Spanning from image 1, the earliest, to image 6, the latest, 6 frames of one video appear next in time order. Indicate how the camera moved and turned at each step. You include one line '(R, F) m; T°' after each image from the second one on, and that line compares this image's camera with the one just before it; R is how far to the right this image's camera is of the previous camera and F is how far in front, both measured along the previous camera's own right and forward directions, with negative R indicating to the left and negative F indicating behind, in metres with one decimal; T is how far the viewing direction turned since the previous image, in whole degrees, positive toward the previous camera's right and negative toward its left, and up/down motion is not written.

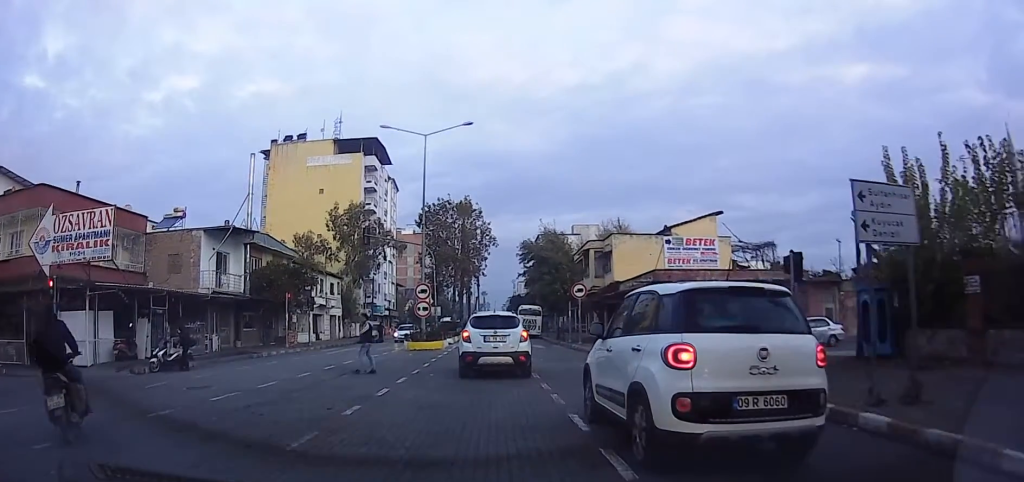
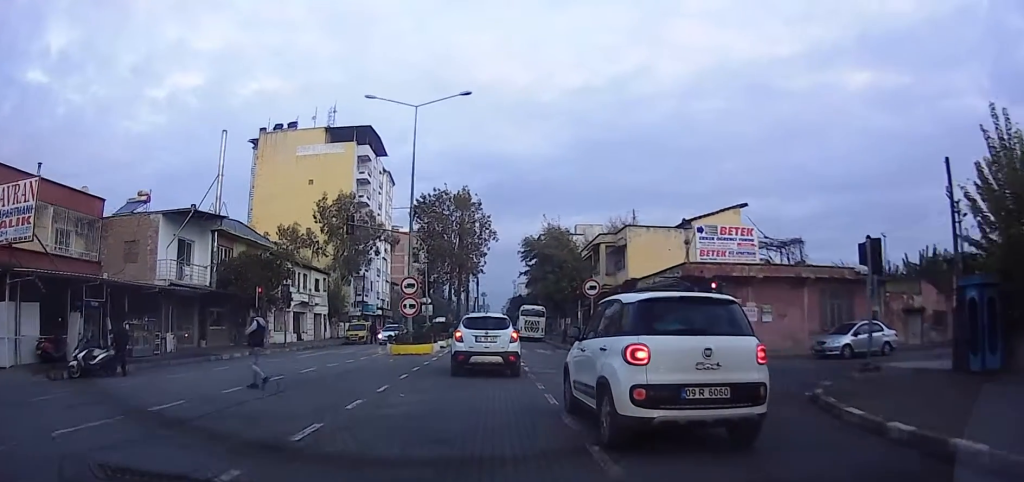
(0.0, +4.4) m; -4°
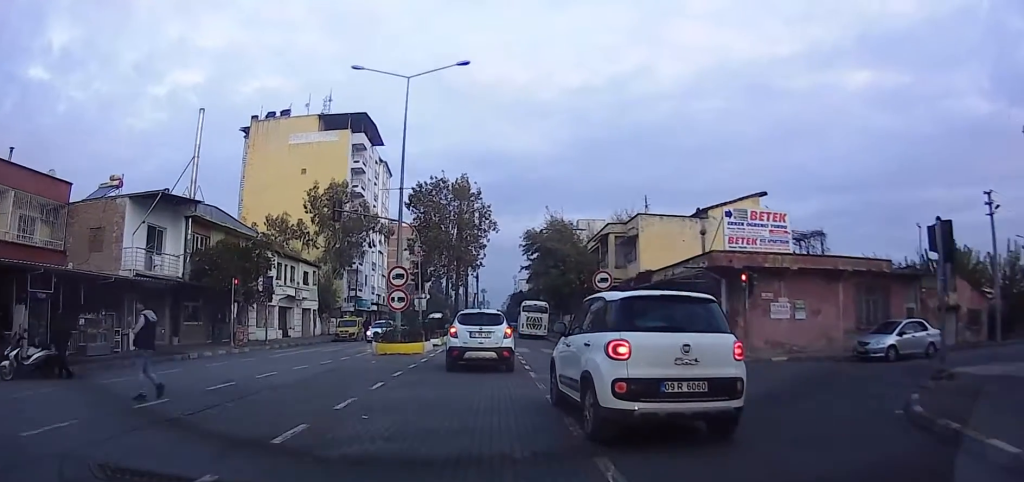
(-0.1, +2.7) m; -2°
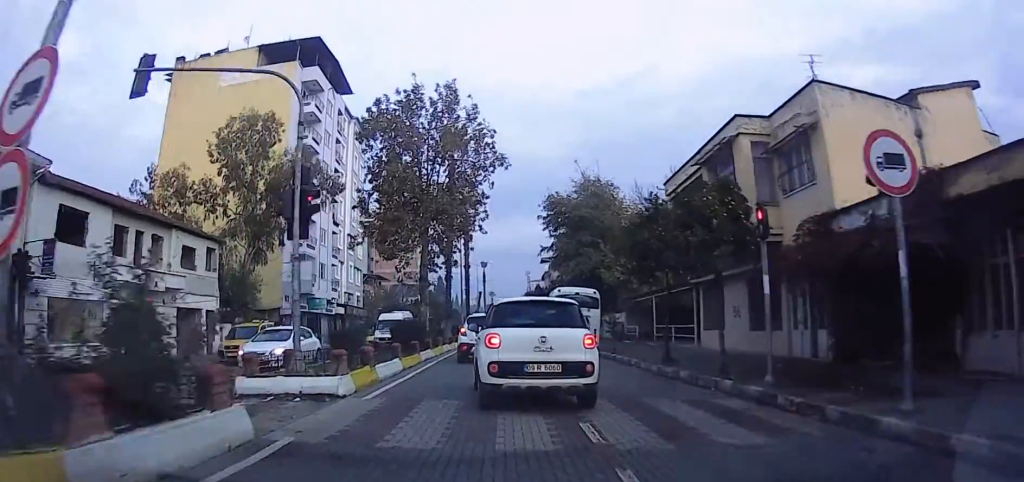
(+0.6, +18.8) m; +7°
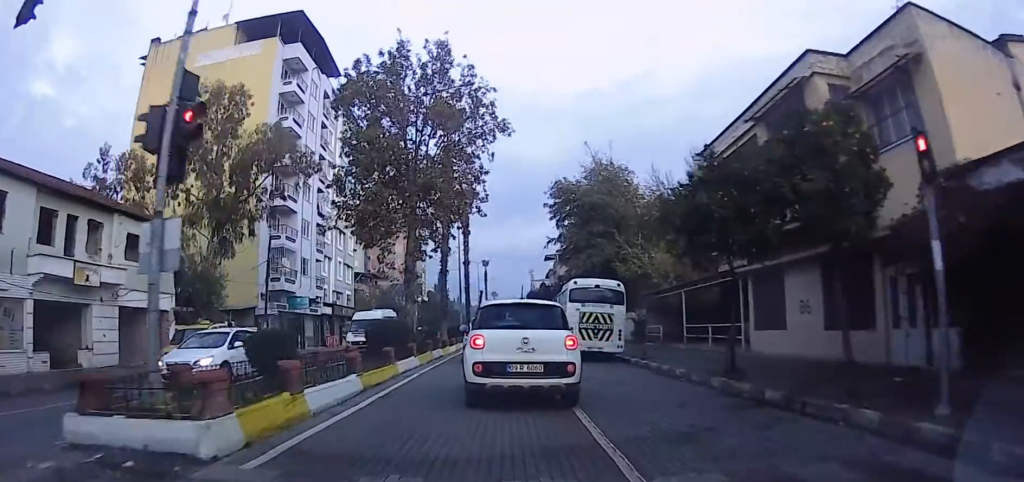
(-0.1, +4.6) m; -2°
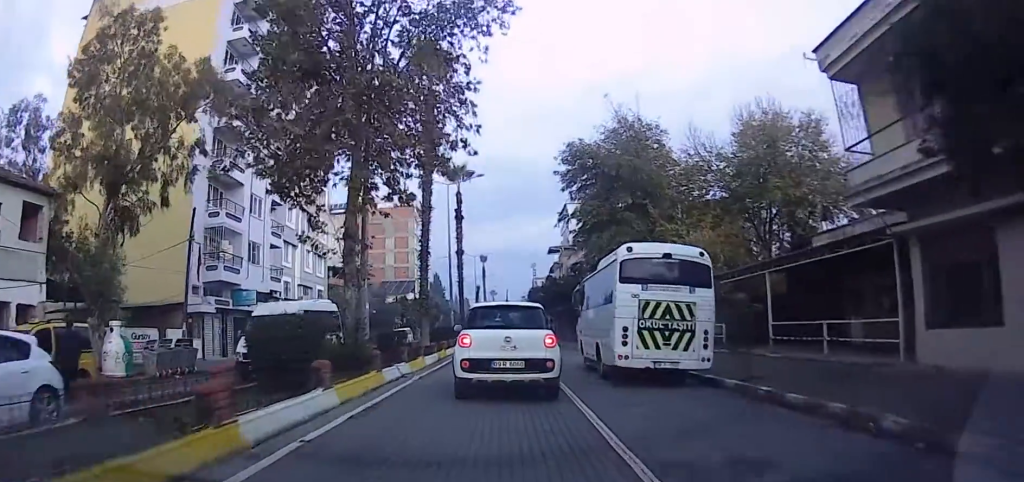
(-0.4, +9.2) m; -4°
